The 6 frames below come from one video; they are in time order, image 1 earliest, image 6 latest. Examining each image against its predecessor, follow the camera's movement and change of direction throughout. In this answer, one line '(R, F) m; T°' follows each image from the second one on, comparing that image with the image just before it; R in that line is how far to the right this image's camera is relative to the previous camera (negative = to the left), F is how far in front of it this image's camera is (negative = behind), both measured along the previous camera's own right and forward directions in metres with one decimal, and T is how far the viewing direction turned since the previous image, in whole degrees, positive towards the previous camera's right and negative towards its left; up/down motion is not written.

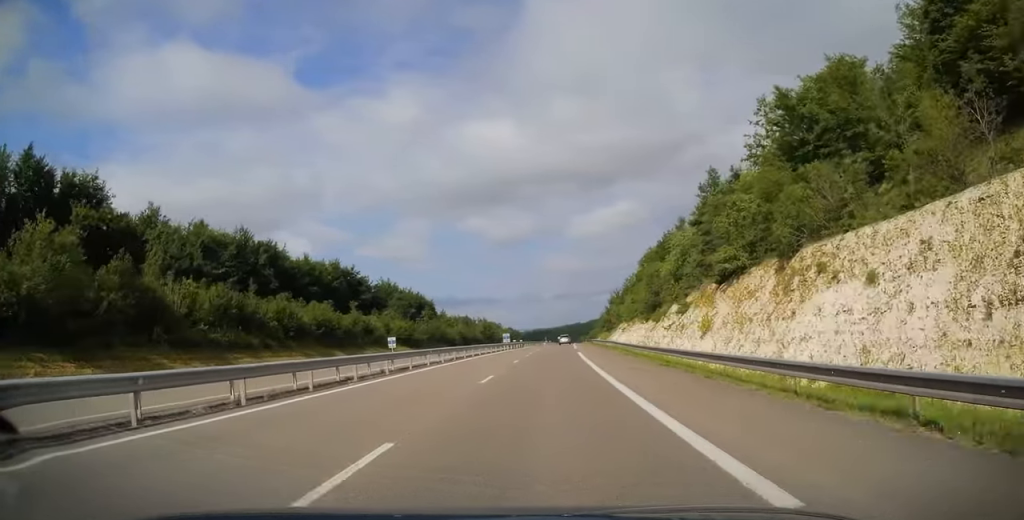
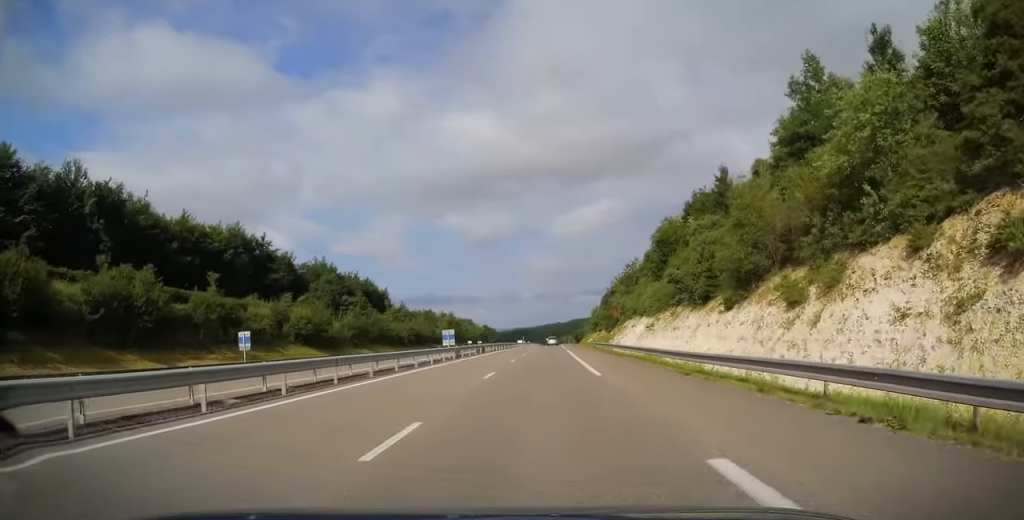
(+0.7, +37.2) m; +1°
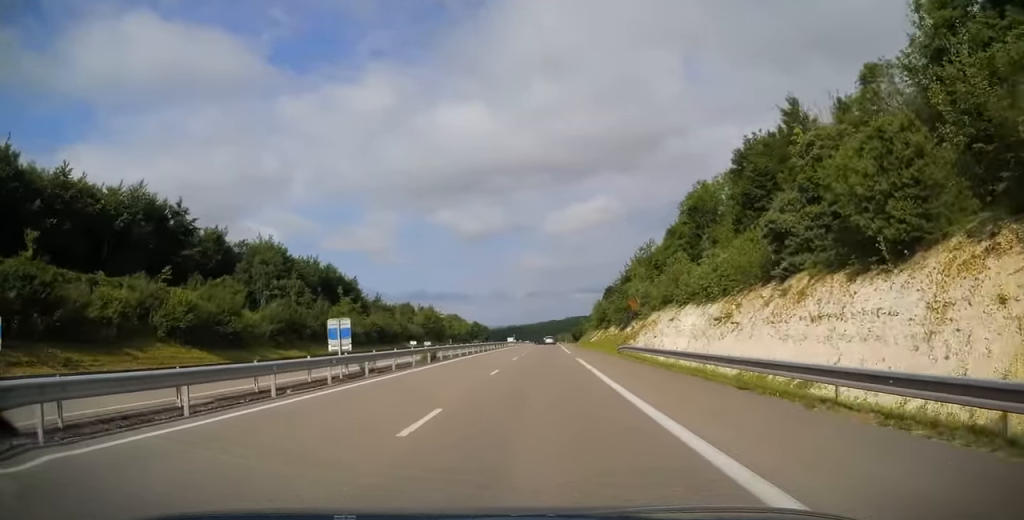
(0.0, +24.6) m; 0°
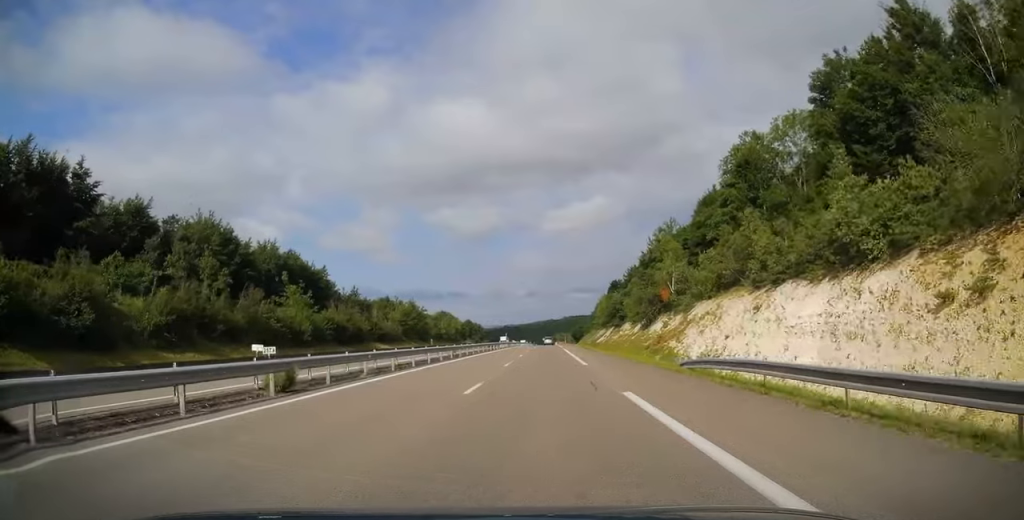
(-0.2, +20.1) m; 0°
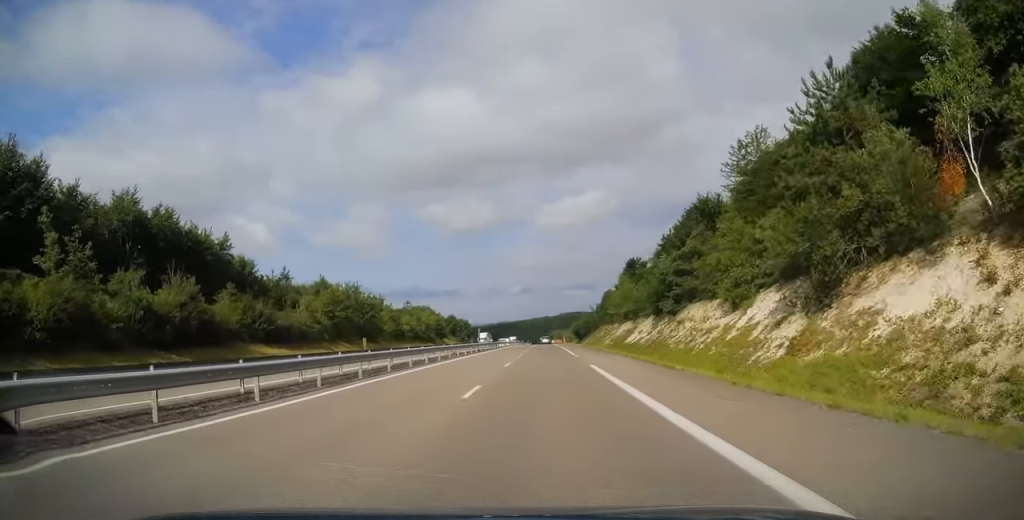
(+0.2, +40.9) m; 0°
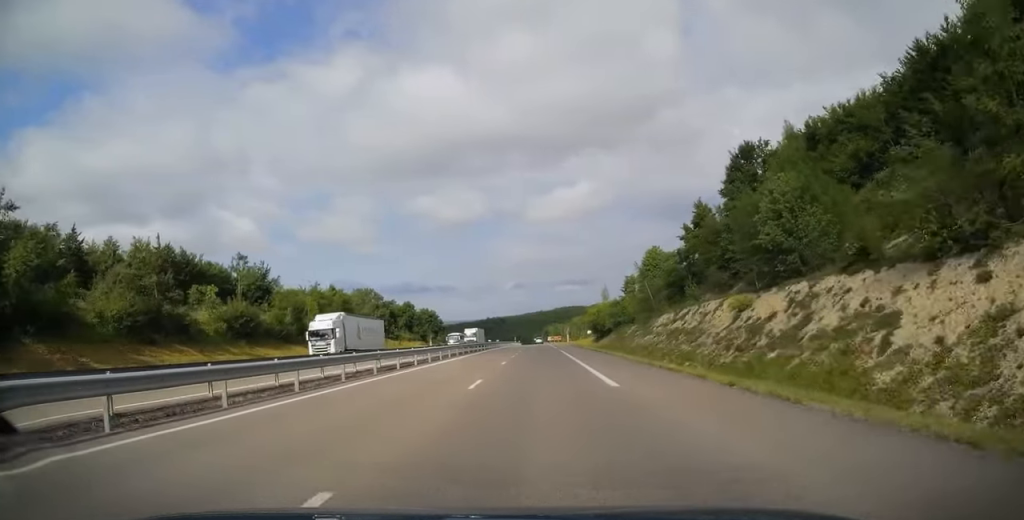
(+0.2, +76.8) m; 0°
